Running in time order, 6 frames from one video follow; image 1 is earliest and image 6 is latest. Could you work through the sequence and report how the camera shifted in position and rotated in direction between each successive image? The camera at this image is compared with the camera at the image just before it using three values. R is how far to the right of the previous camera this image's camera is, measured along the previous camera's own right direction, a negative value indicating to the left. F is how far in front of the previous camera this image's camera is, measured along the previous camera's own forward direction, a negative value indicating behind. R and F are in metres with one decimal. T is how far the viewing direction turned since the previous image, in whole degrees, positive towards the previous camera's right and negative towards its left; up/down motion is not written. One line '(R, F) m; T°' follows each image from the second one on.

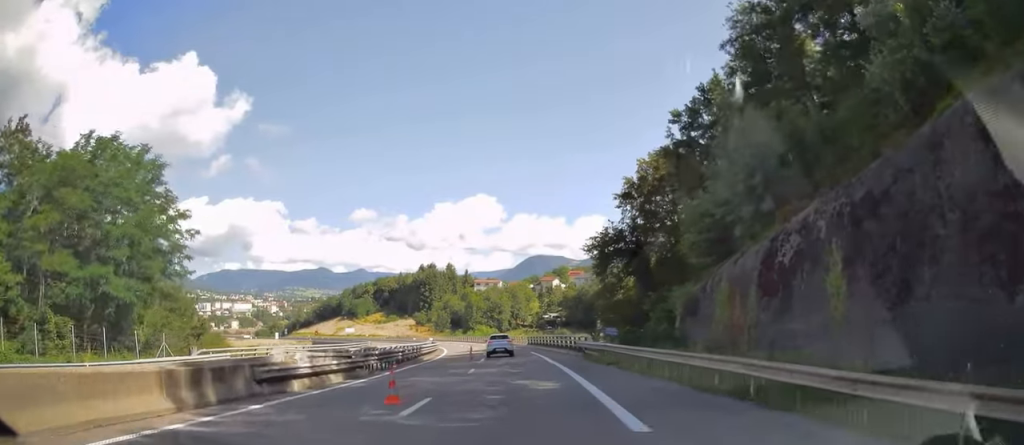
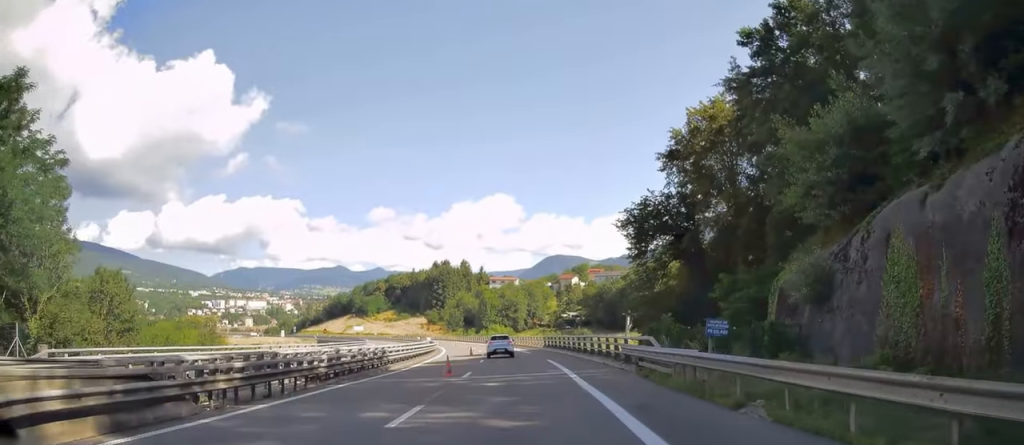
(-0.8, +14.0) m; -3°
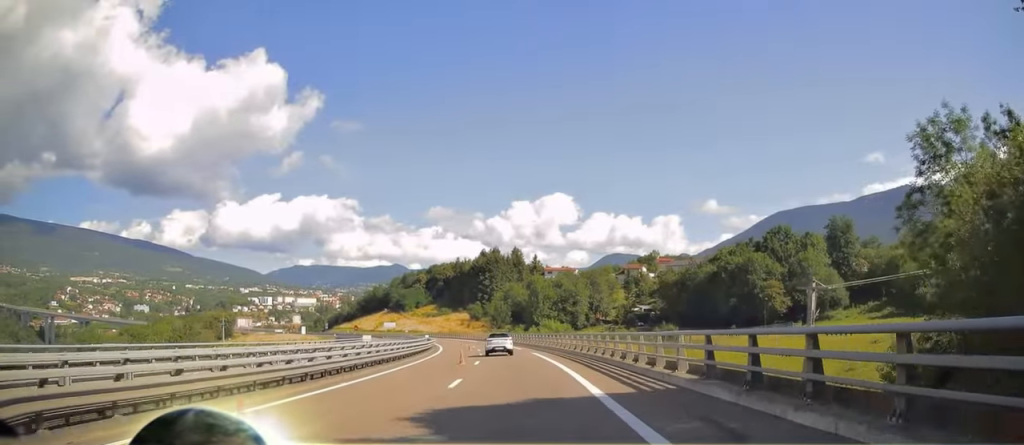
(-0.1, +42.9) m; 0°
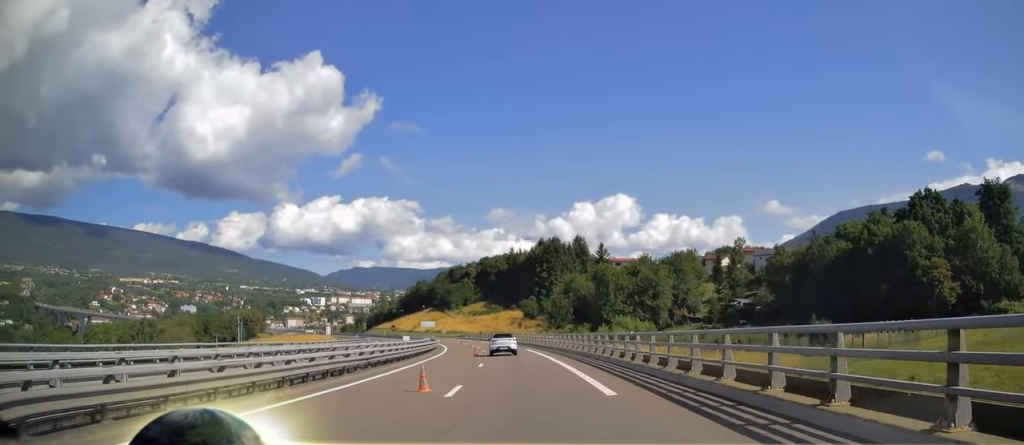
(0.0, +41.1) m; 0°
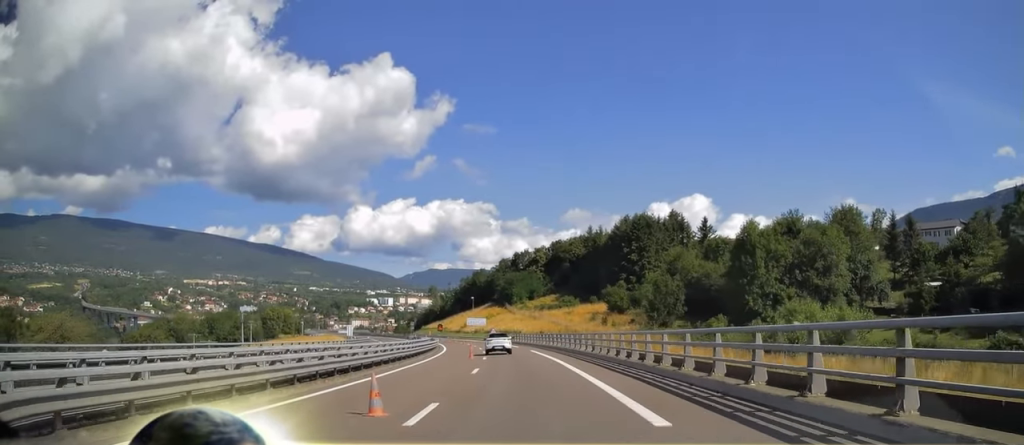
(0.0, +55.7) m; 0°
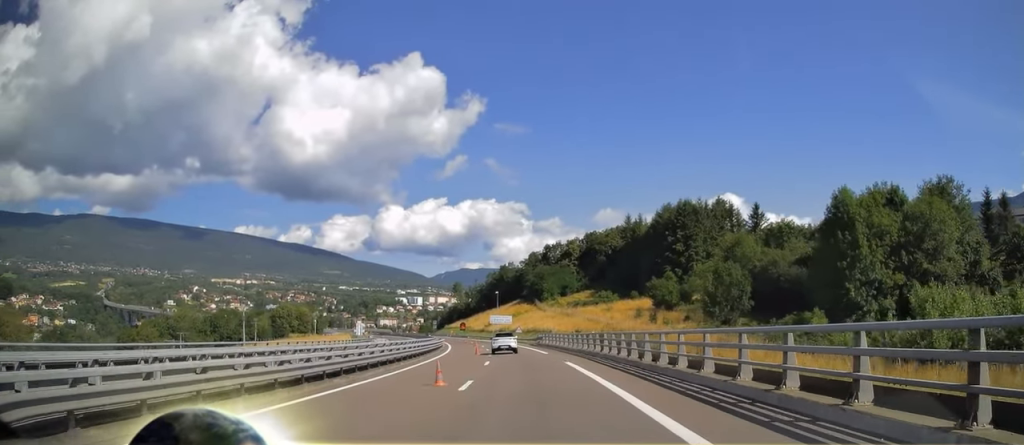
(0.0, +19.9) m; 0°
